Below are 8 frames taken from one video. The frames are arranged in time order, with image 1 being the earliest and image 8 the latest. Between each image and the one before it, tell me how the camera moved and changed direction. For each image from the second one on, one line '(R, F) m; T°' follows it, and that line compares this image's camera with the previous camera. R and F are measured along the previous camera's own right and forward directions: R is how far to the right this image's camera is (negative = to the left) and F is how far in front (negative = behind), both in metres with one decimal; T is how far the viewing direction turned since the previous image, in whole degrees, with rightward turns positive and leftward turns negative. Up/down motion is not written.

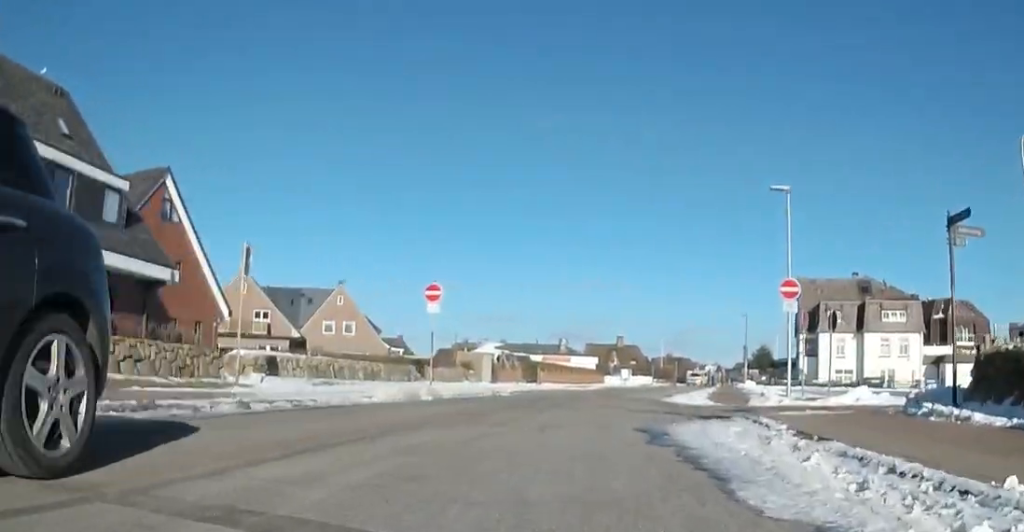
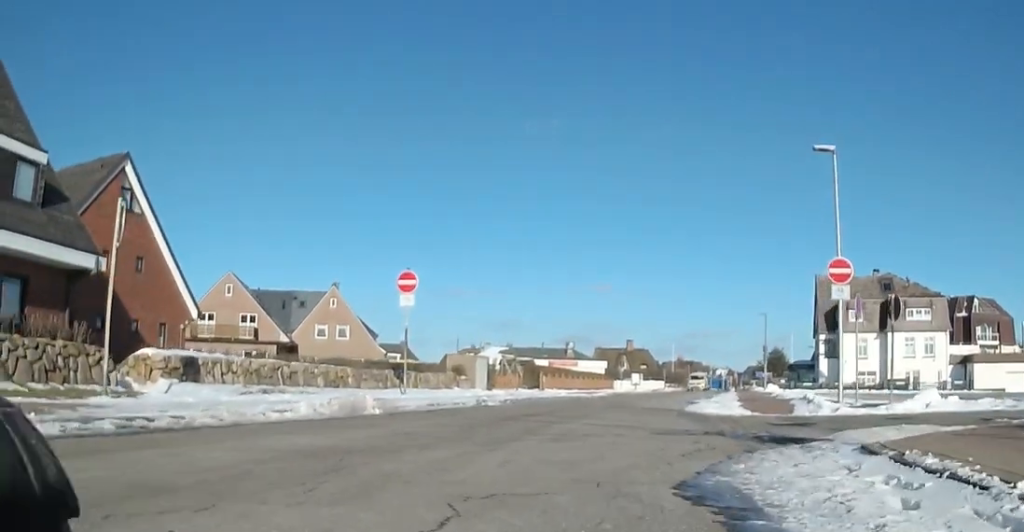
(0.0, +4.5) m; 0°
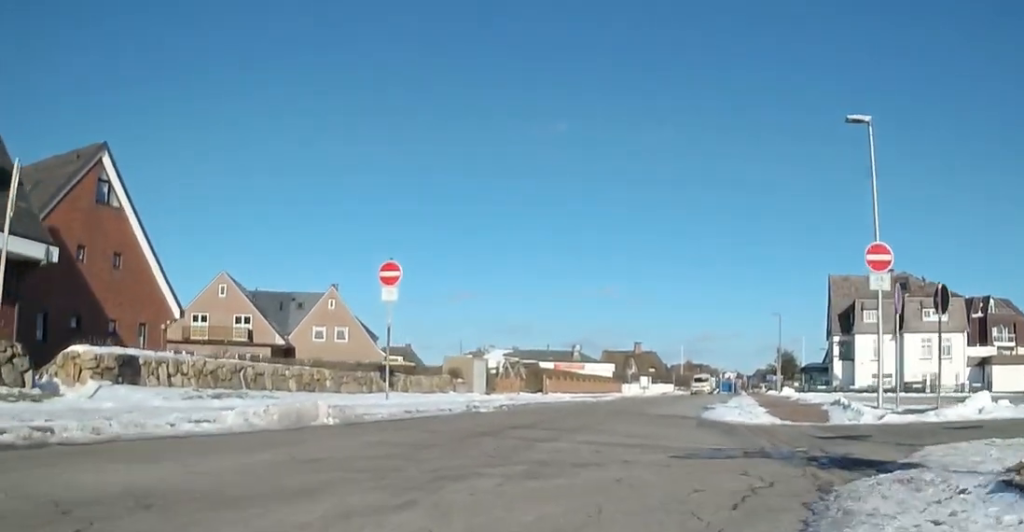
(0.0, +2.5) m; 0°
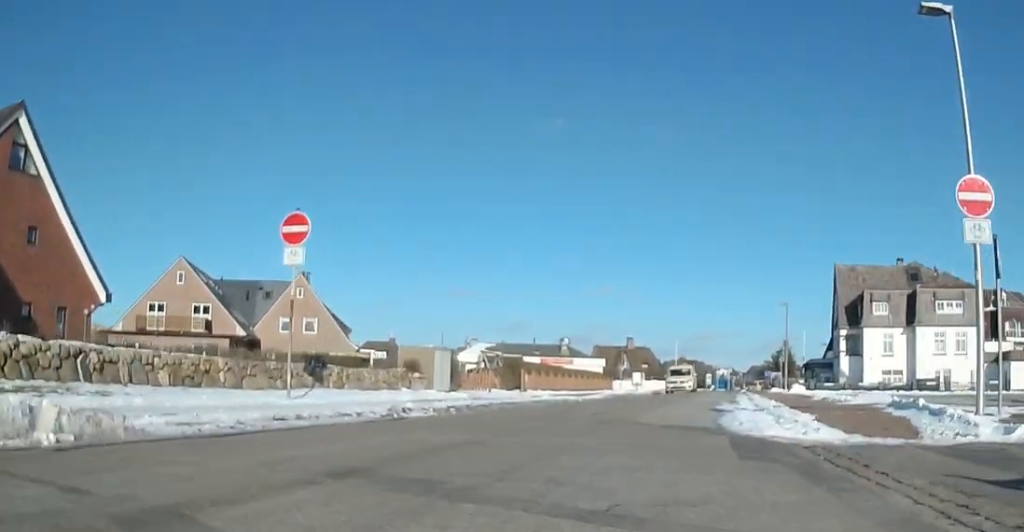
(0.0, +5.7) m; +5°
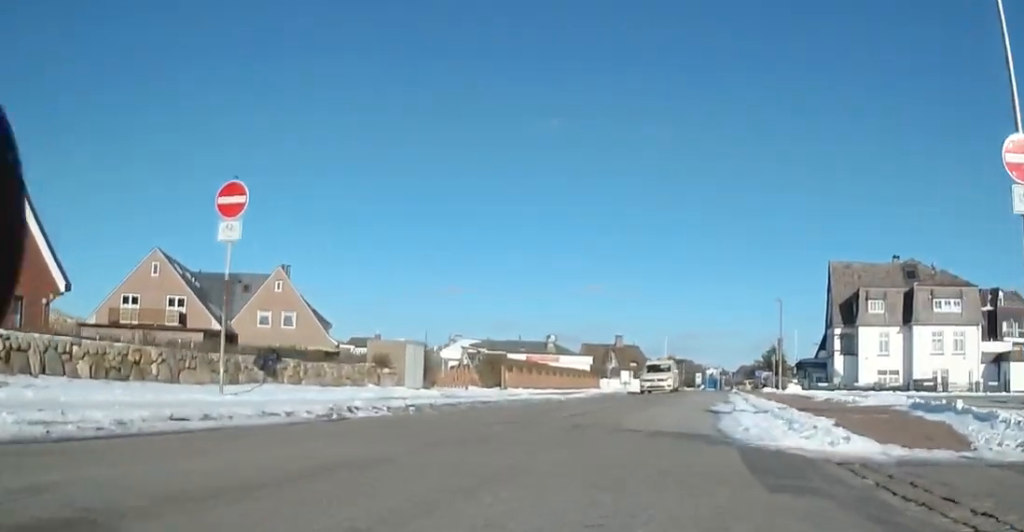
(-0.1, +2.0) m; +4°
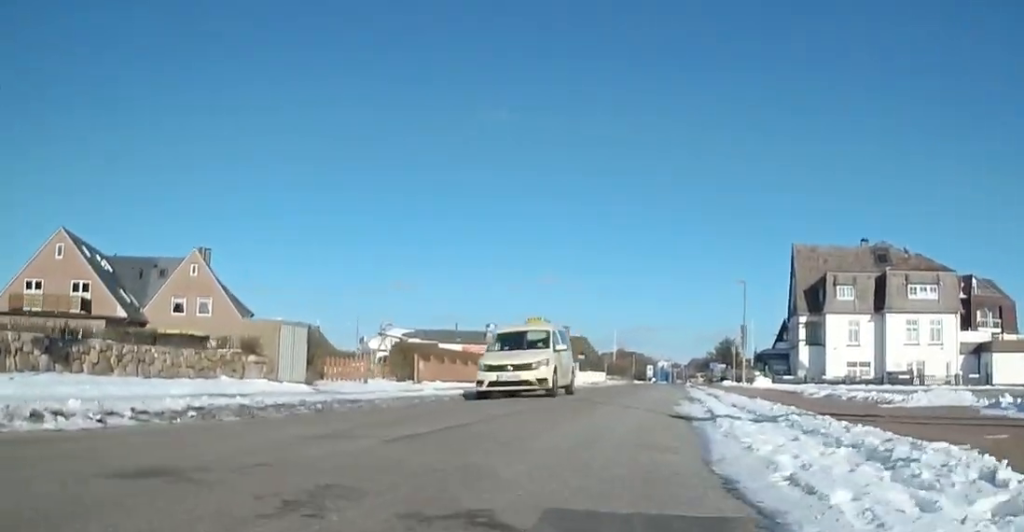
(+0.9, +5.9) m; +6°
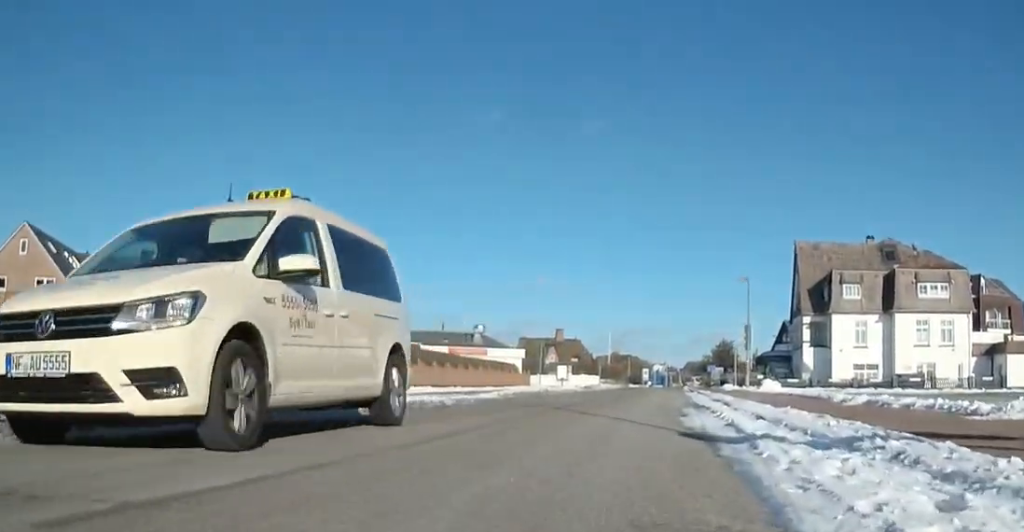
(+0.1, +3.4) m; -12°
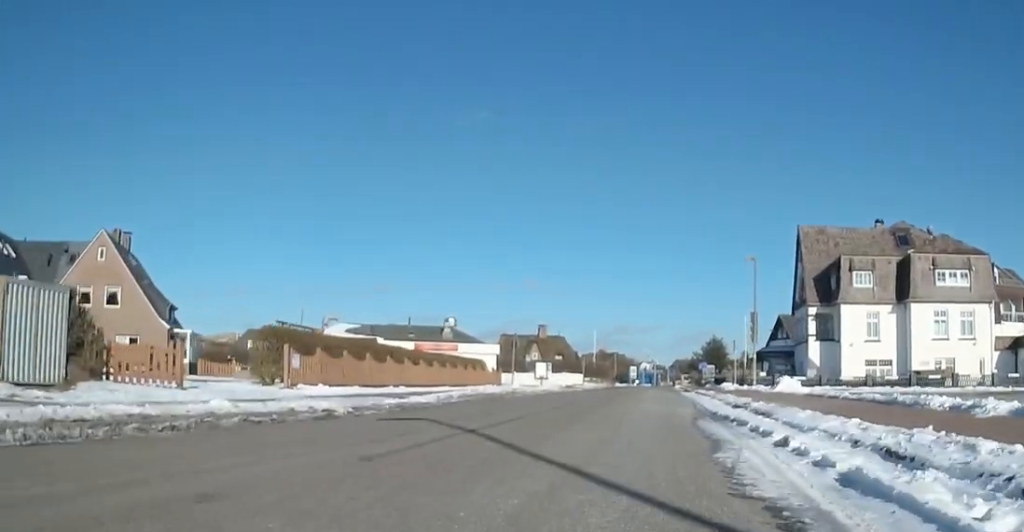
(-1.2, +6.1) m; -4°
